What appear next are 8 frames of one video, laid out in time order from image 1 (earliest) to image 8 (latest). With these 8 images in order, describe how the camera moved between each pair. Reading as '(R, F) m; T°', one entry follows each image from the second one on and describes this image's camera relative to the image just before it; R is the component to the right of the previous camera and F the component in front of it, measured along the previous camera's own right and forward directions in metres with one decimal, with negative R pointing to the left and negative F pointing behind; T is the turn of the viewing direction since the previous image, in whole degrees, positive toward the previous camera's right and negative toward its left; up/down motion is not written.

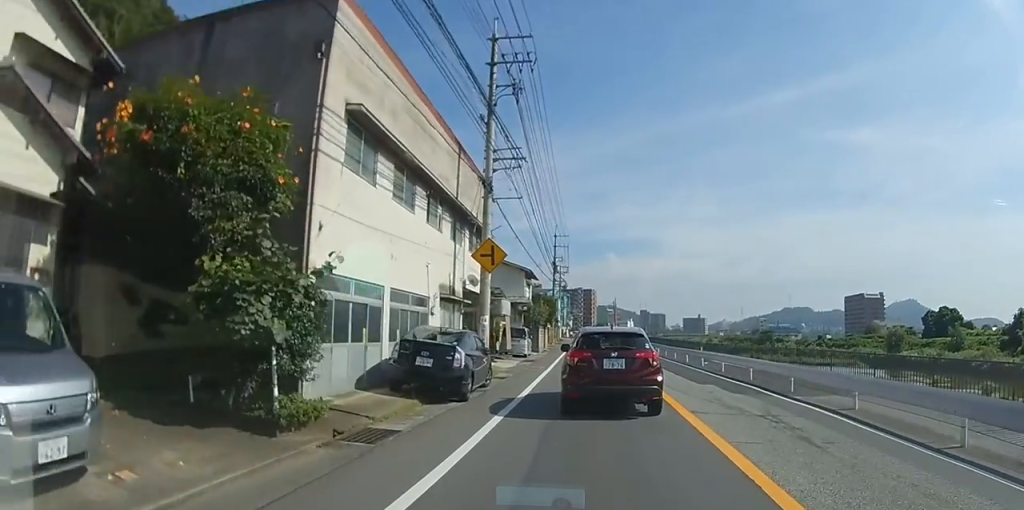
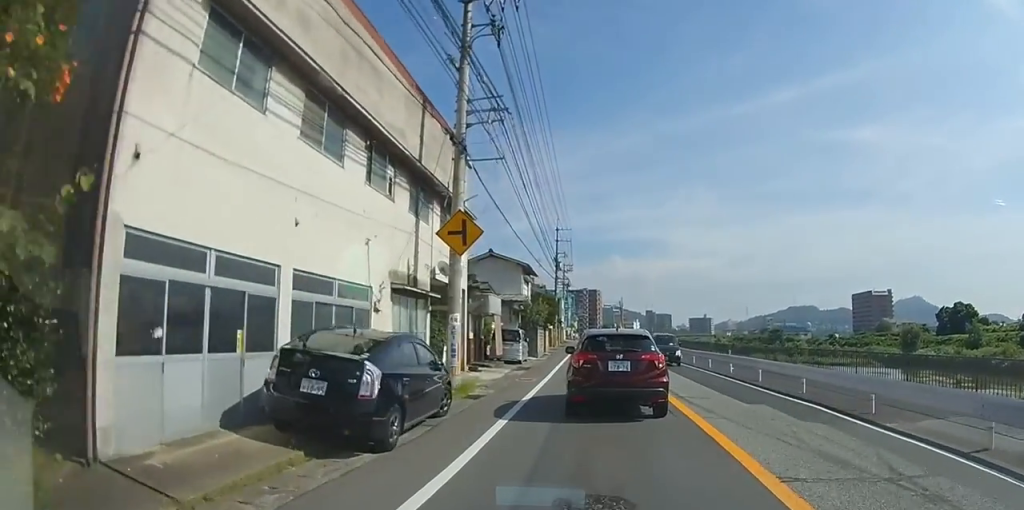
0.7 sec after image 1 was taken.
(0.0, +4.9) m; 0°
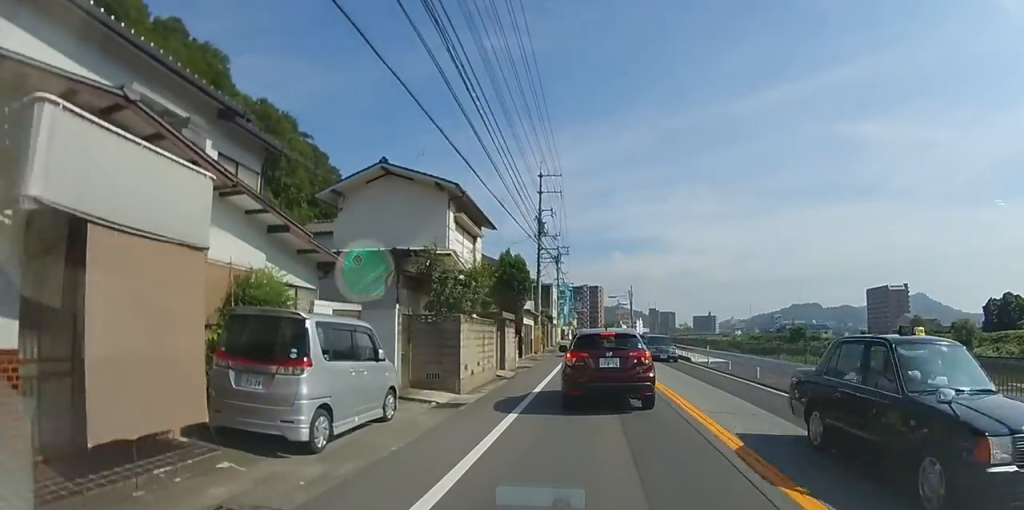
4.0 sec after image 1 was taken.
(-0.5, +20.9) m; -3°
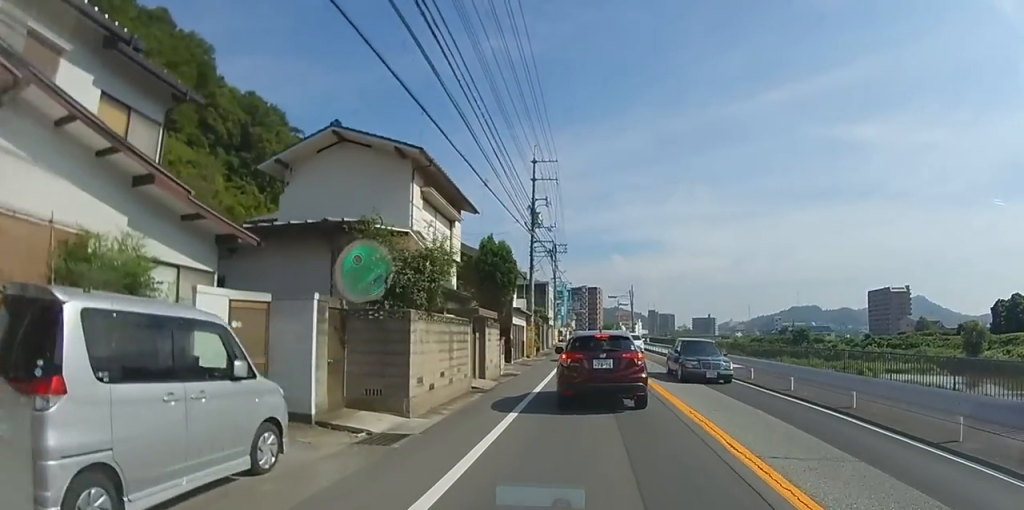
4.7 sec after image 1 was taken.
(0.0, +3.8) m; 0°
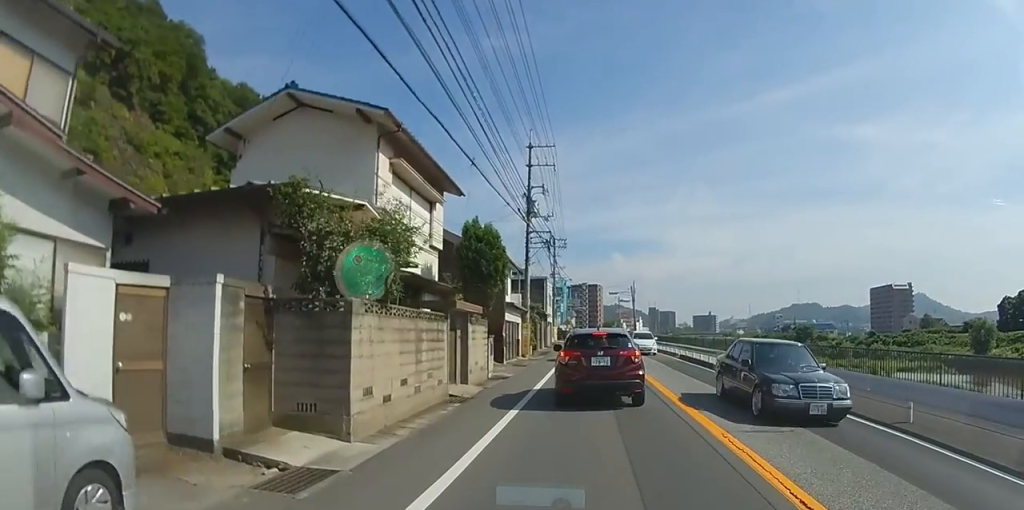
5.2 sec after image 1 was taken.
(0.0, +2.5) m; 0°
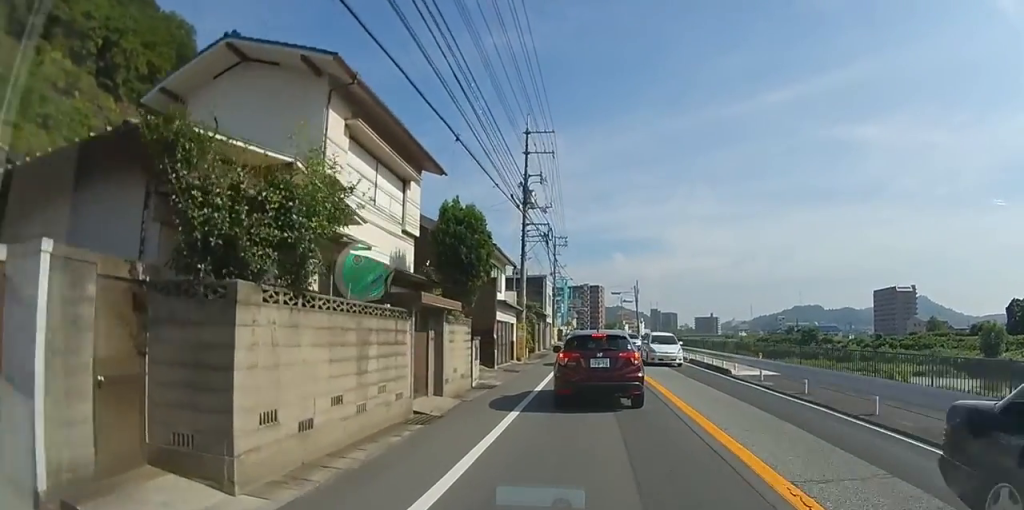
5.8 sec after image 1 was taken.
(0.0, +2.9) m; 0°
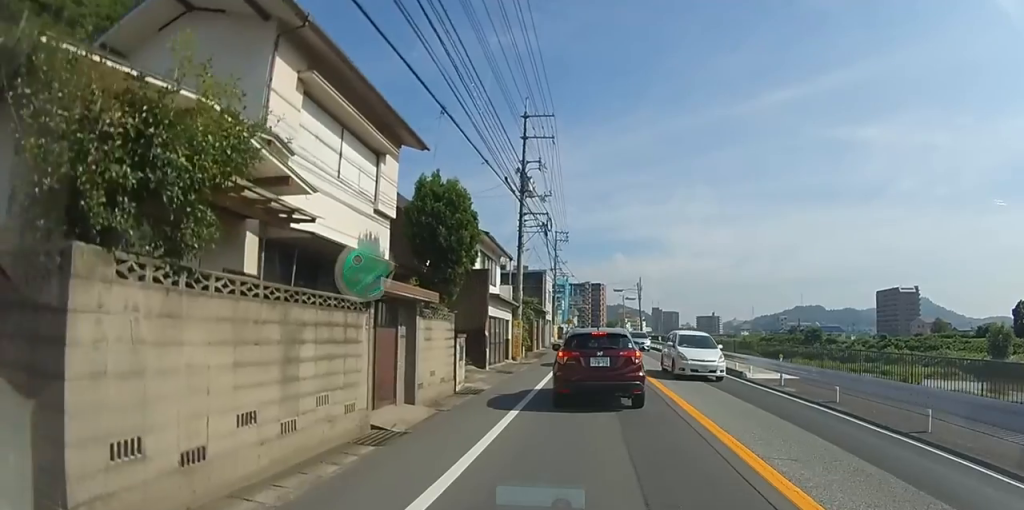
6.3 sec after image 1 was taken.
(0.0, +2.5) m; 0°
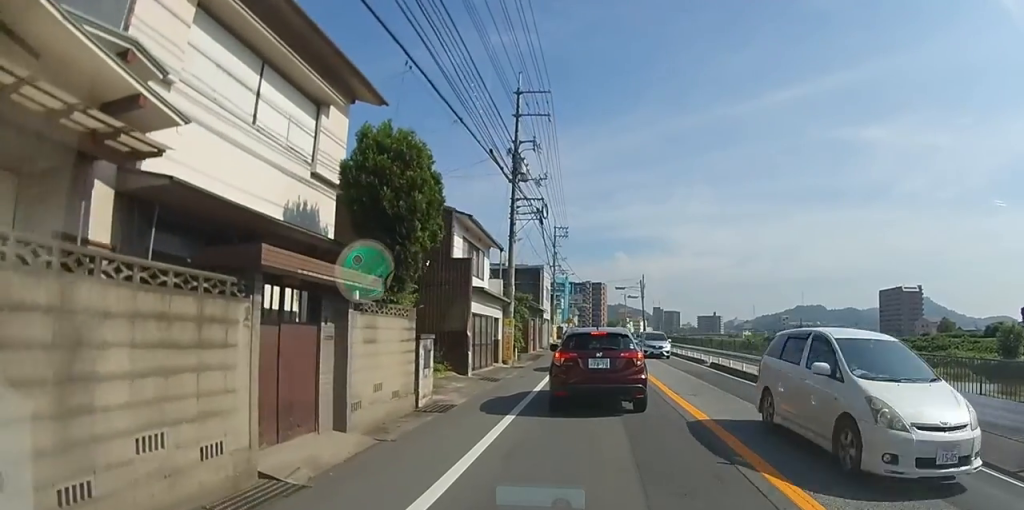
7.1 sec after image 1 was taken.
(0.0, +3.4) m; +1°
